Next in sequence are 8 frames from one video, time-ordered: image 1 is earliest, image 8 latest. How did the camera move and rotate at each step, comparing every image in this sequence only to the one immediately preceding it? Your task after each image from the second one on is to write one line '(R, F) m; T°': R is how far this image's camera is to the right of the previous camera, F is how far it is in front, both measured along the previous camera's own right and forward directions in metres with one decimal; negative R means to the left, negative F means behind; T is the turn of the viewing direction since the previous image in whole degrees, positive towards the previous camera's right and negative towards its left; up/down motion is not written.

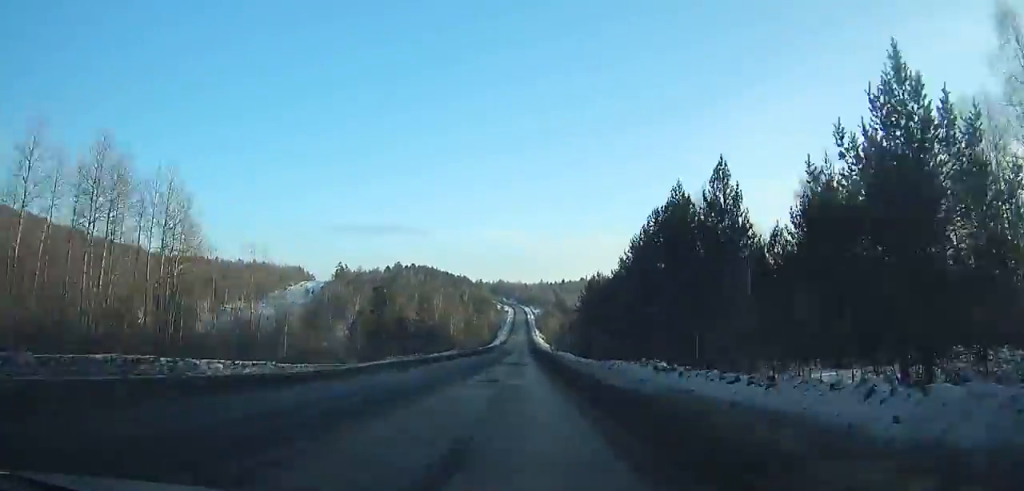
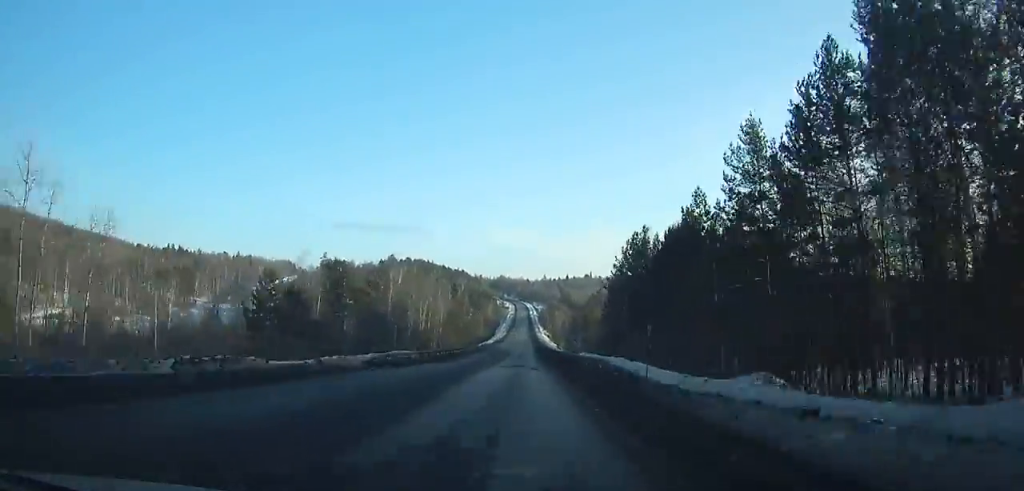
(-0.1, +39.6) m; 0°
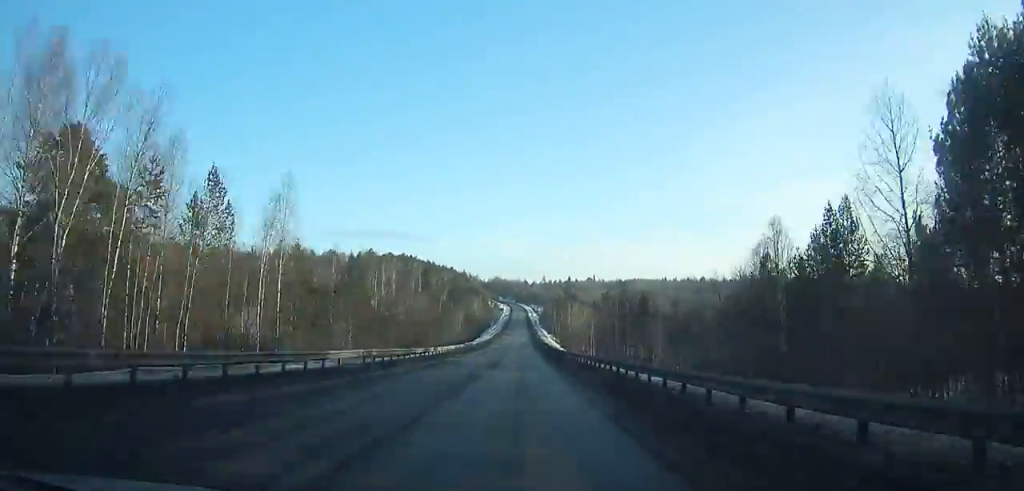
(0.0, +74.1) m; 0°
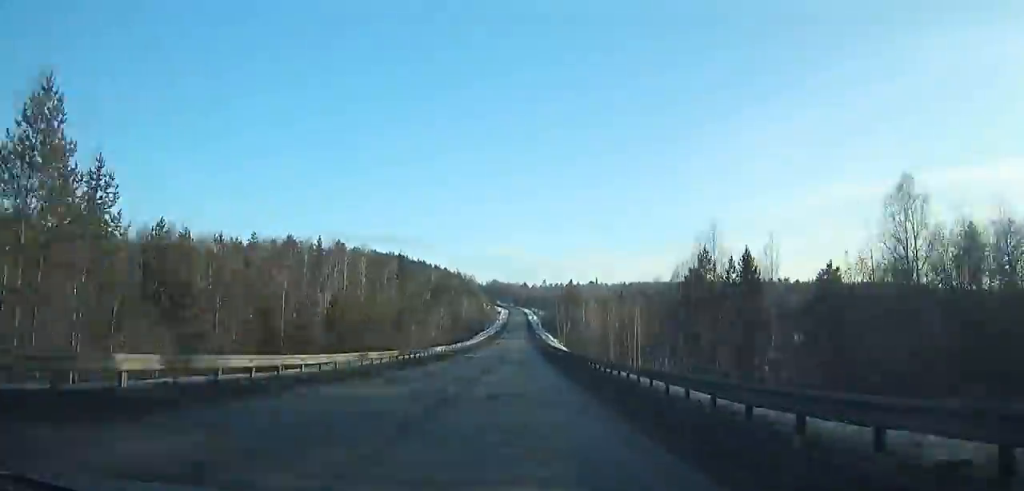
(0.0, +36.8) m; 0°
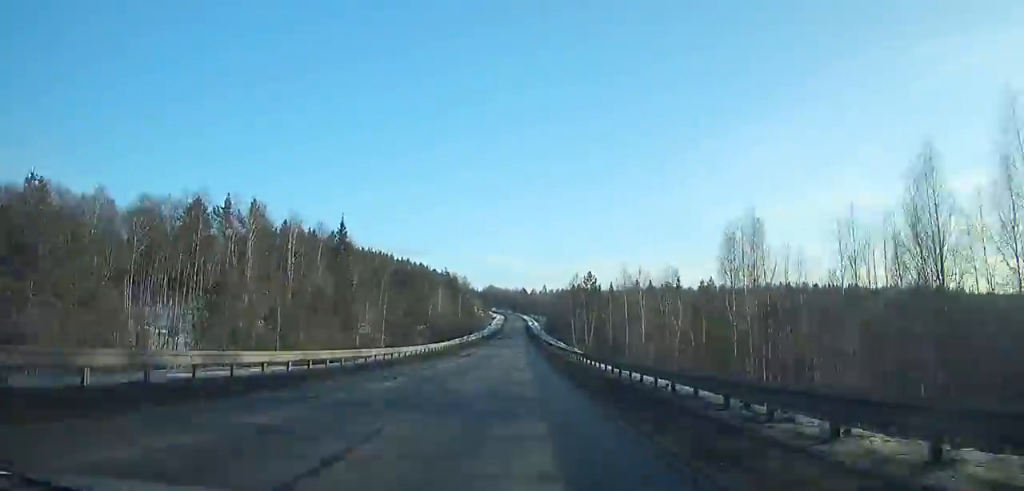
(-0.1, +48.8) m; 0°
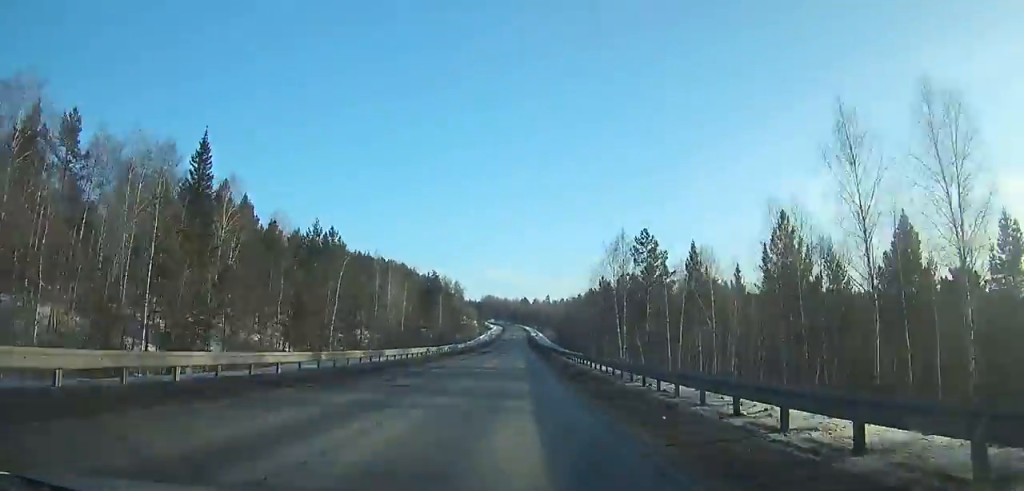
(0.0, +46.3) m; 0°
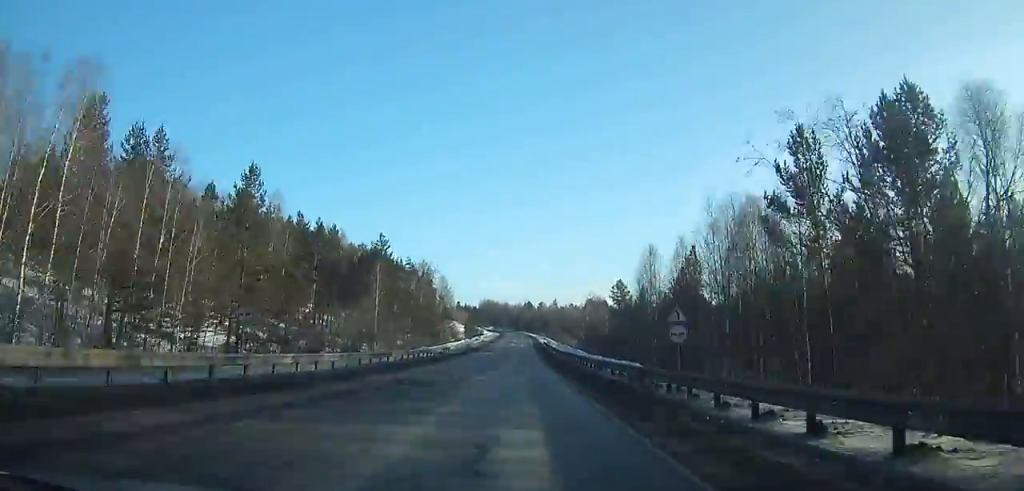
(0.0, +66.2) m; 0°
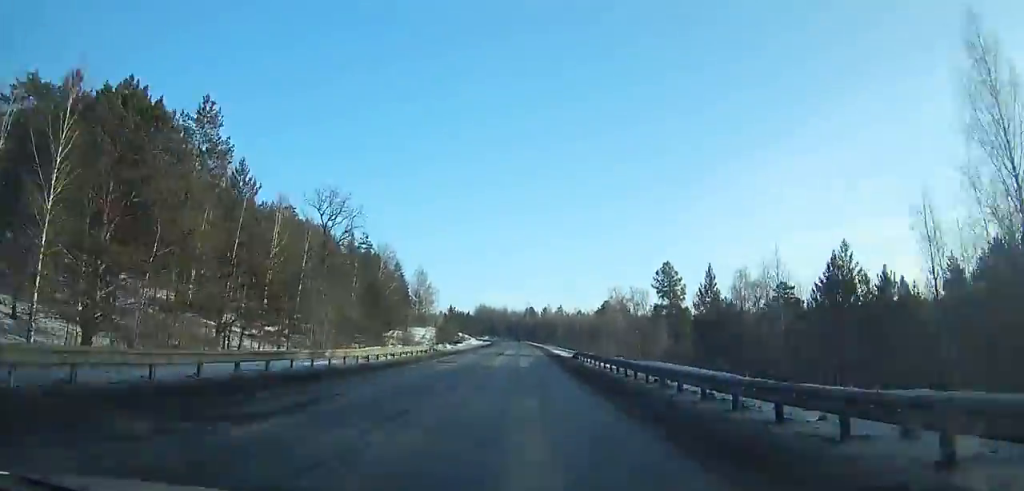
(+0.1, +62.1) m; -1°
